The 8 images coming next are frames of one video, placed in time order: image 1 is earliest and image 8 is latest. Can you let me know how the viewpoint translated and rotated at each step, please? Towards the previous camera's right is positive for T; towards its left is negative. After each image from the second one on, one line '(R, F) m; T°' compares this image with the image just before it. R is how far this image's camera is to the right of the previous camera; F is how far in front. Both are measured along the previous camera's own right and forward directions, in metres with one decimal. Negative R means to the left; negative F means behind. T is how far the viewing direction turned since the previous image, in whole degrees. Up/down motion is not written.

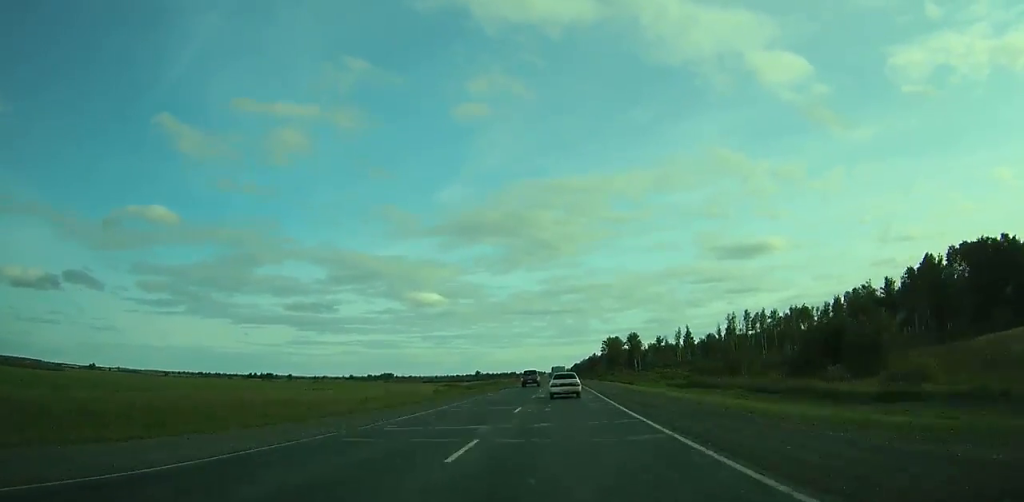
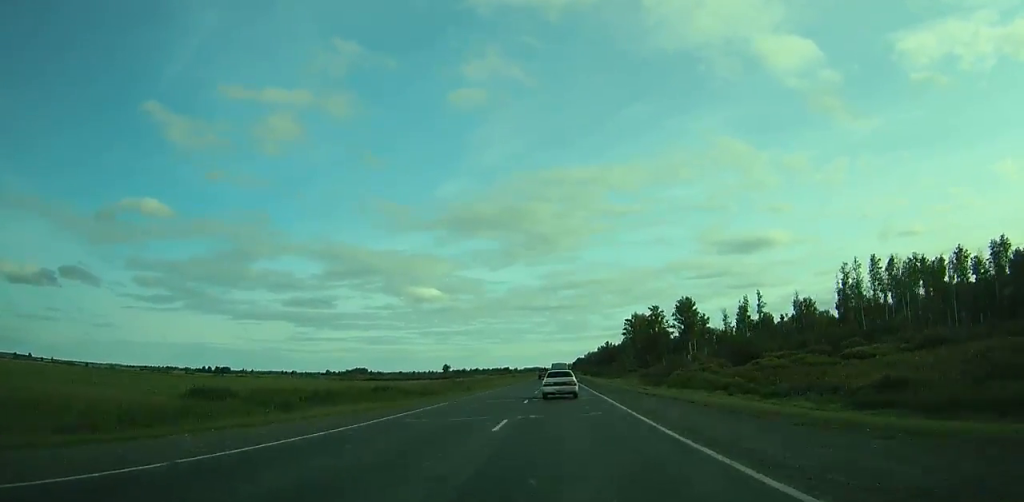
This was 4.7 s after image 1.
(0.0, +117.3) m; 0°
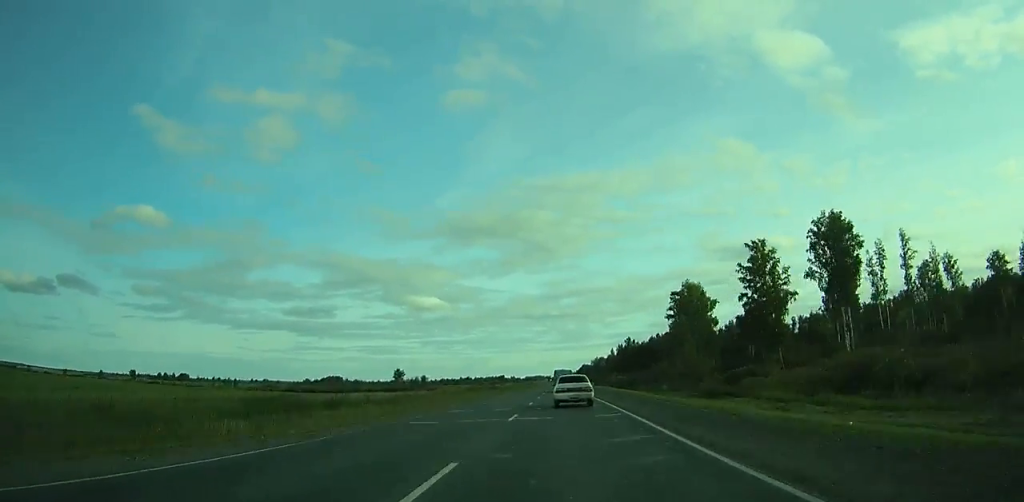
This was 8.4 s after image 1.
(-0.2, +92.2) m; 0°
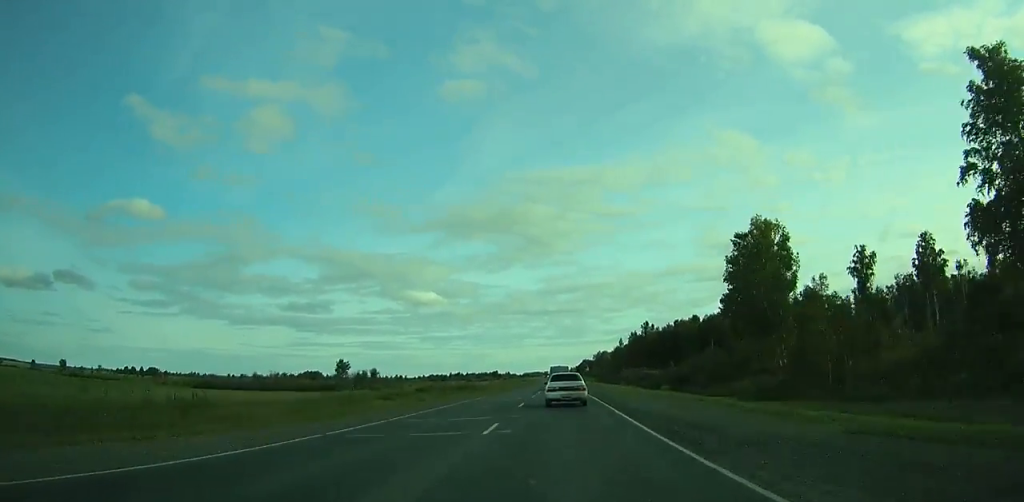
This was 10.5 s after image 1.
(-0.1, +52.0) m; 0°
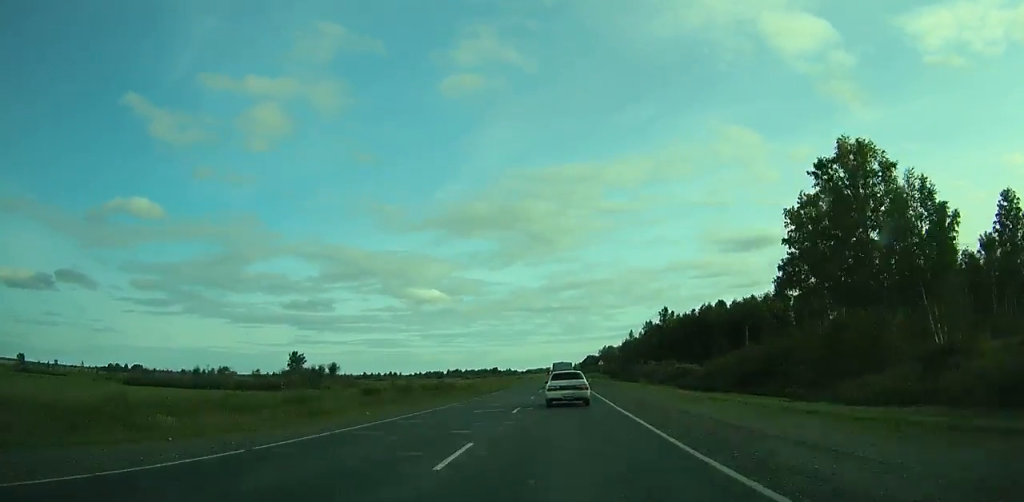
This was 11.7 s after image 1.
(0.0, +29.6) m; 0°
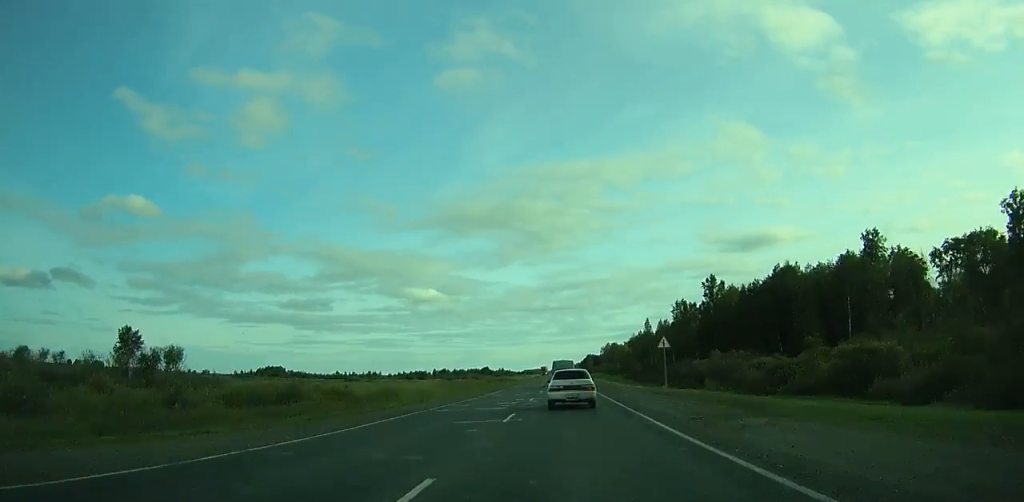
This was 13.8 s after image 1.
(0.0, +51.4) m; 0°
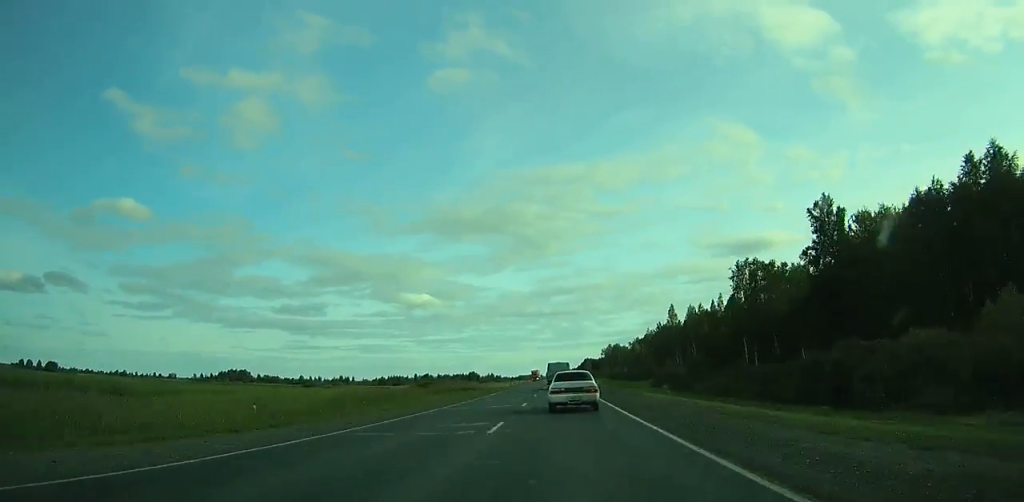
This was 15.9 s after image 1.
(-0.2, +50.6) m; 0°
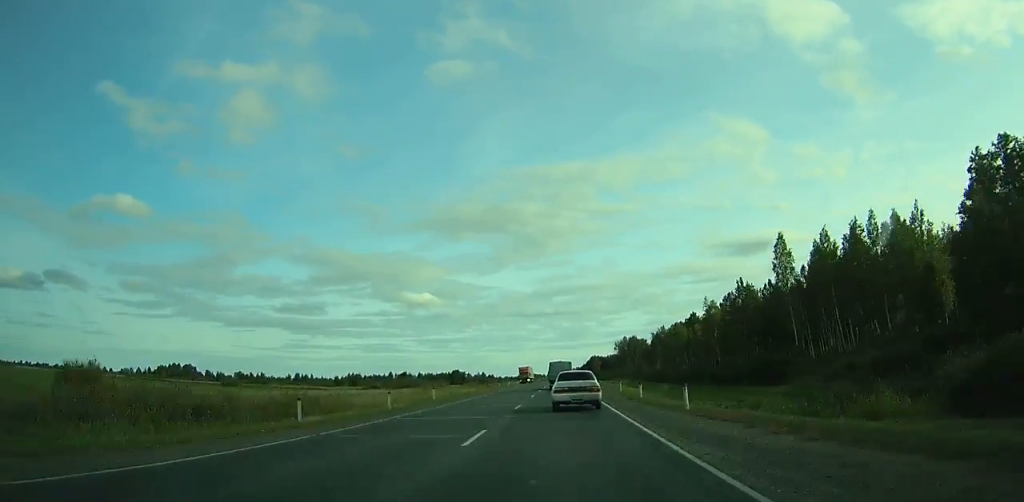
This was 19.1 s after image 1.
(+0.4, +75.9) m; 0°
